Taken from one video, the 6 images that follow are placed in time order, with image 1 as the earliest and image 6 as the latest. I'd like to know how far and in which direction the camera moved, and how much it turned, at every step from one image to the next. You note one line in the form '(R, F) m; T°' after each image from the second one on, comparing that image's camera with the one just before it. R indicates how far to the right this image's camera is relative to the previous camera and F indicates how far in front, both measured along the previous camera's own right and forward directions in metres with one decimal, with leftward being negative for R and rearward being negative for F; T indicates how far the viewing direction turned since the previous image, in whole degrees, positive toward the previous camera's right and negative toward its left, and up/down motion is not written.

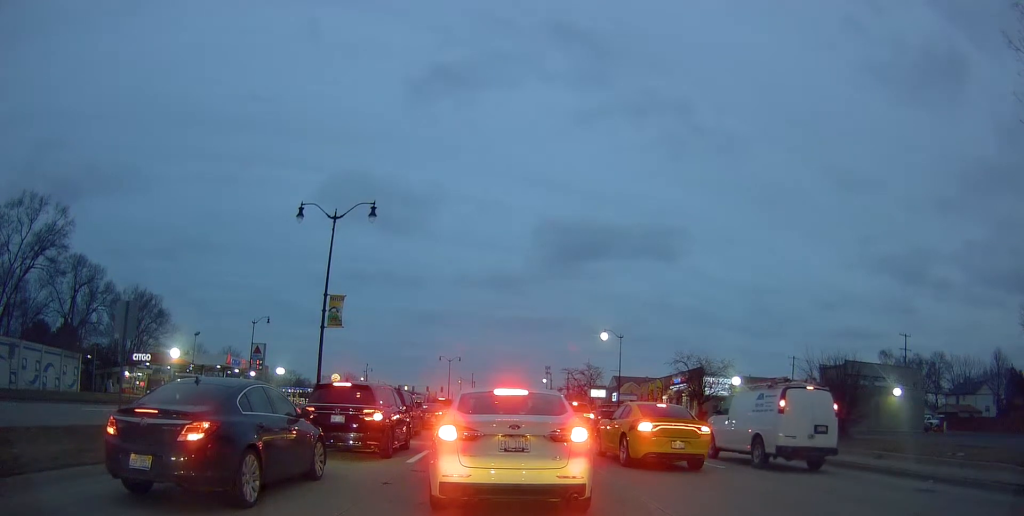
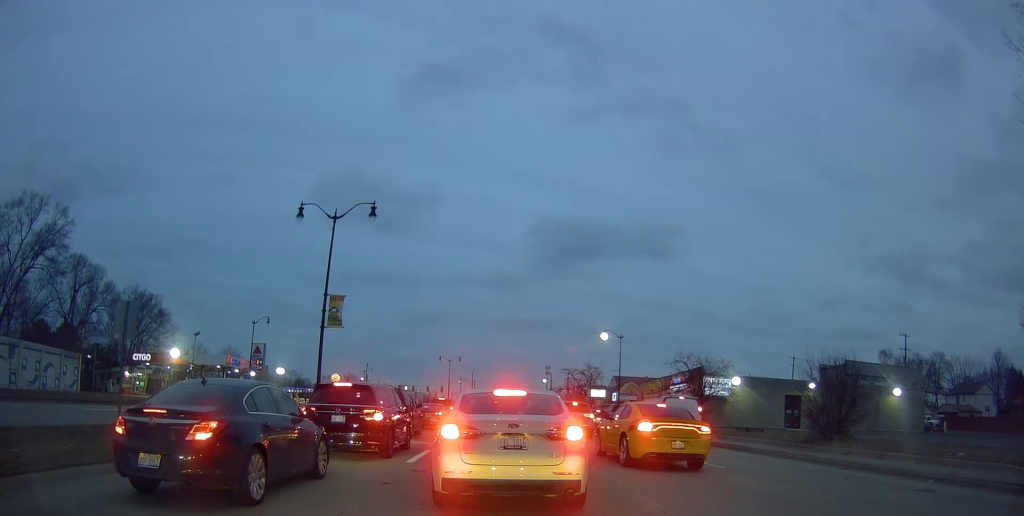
(0.0, 0.0) m; 0°
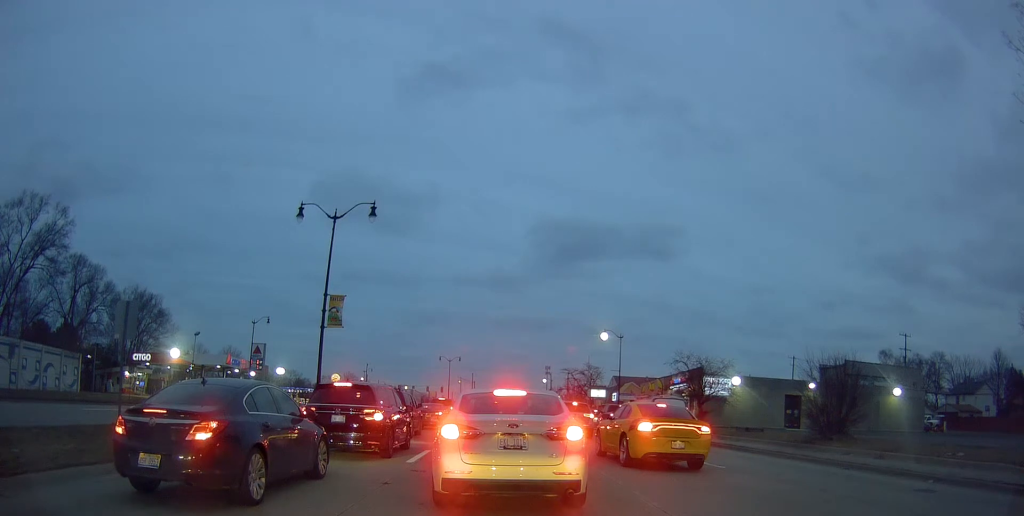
(0.0, 0.0) m; 0°
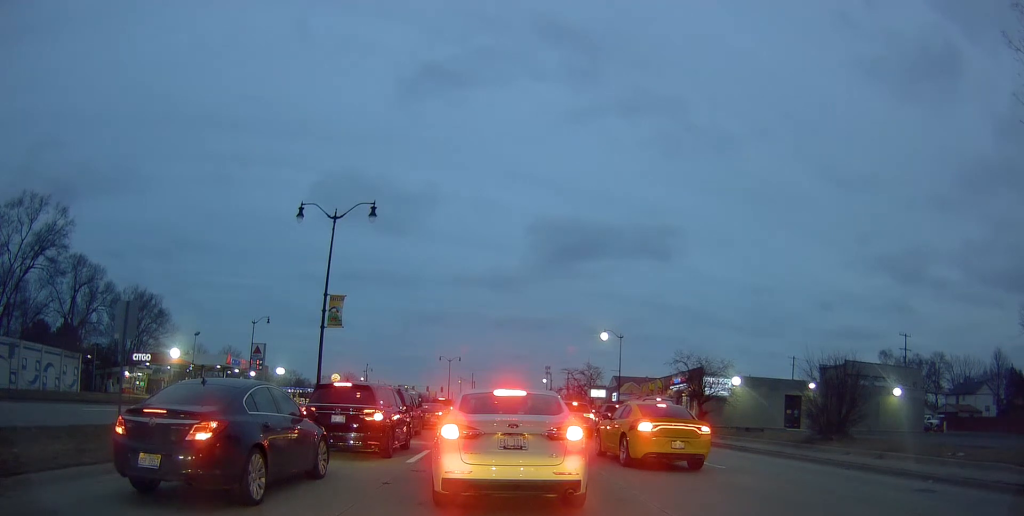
(0.0, 0.0) m; 0°
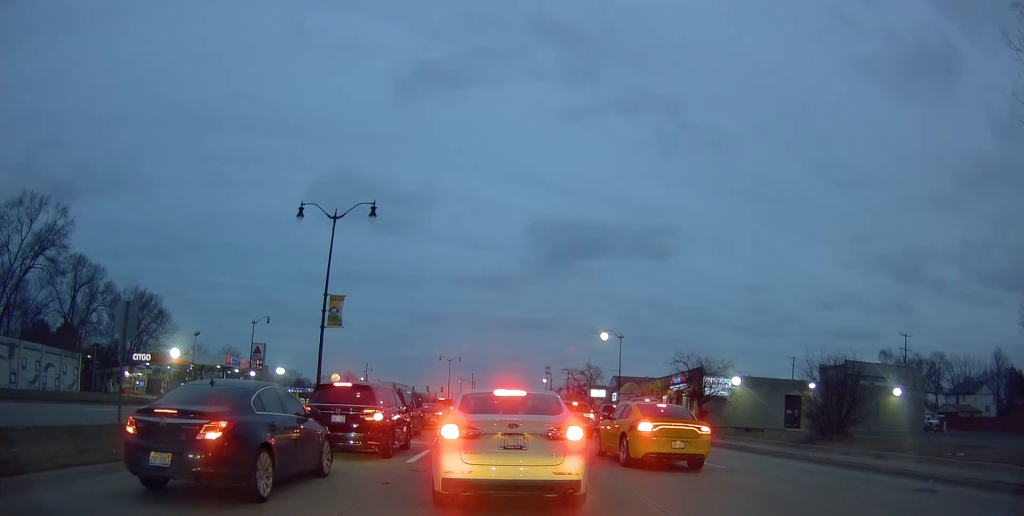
(0.0, 0.0) m; 0°
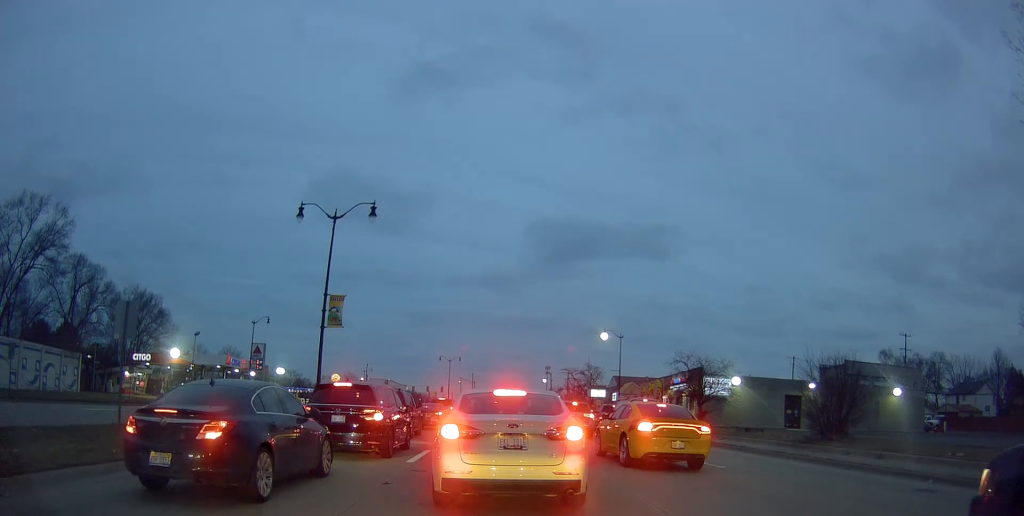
(0.0, 0.0) m; 0°
